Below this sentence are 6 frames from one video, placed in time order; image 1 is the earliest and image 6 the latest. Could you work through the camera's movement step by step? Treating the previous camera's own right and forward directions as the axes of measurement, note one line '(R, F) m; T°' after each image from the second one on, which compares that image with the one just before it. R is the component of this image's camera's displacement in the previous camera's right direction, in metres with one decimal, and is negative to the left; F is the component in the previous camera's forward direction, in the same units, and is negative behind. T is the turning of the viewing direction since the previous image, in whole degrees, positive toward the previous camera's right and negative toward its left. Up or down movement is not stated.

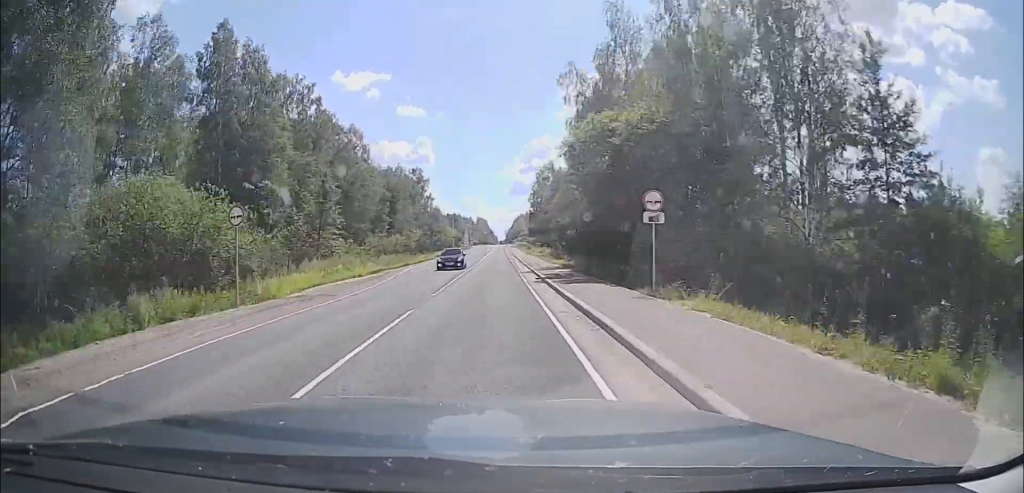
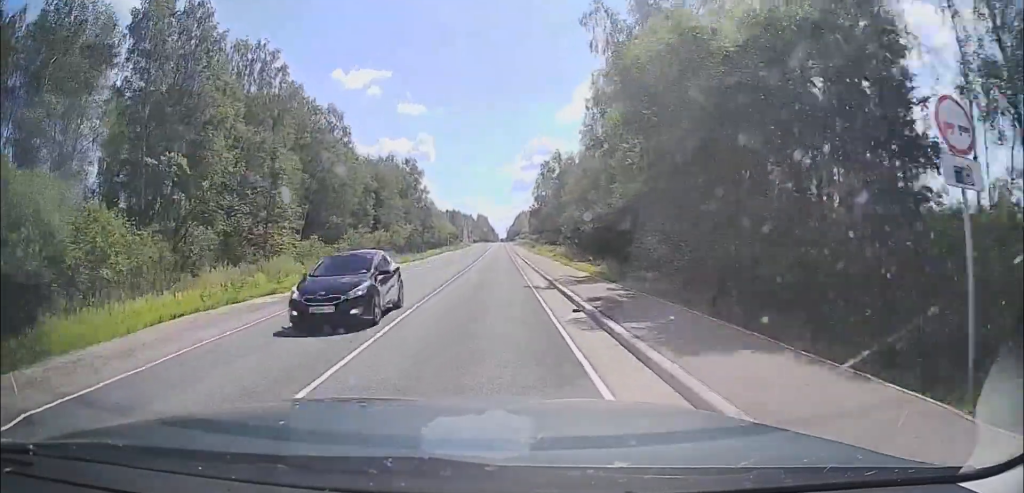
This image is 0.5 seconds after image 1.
(+0.1, +12.5) m; 0°
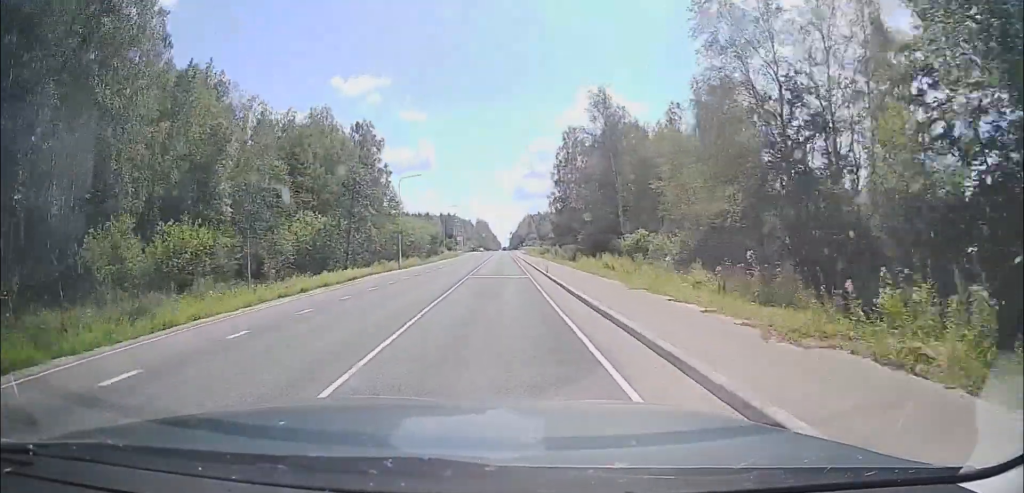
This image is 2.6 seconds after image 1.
(-0.9, +51.5) m; 0°
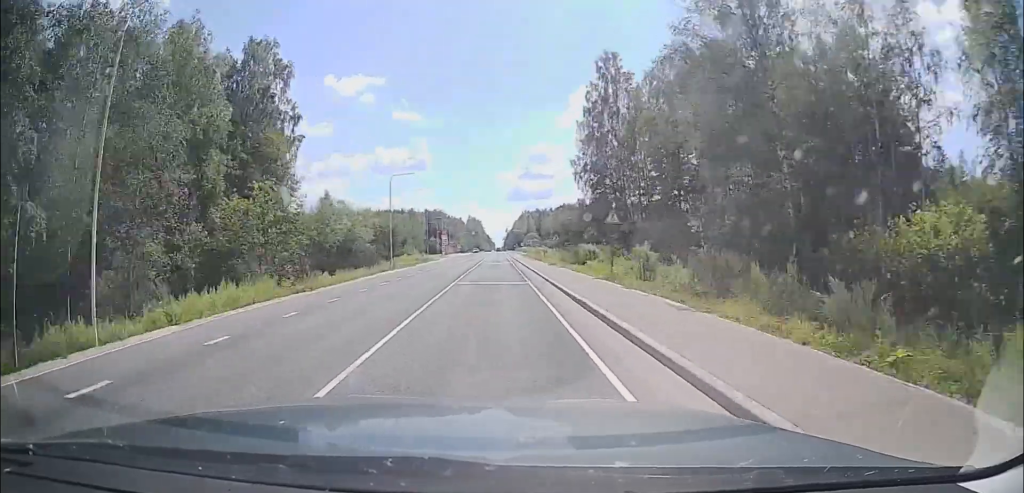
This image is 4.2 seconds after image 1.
(+0.8, +39.2) m; +1°
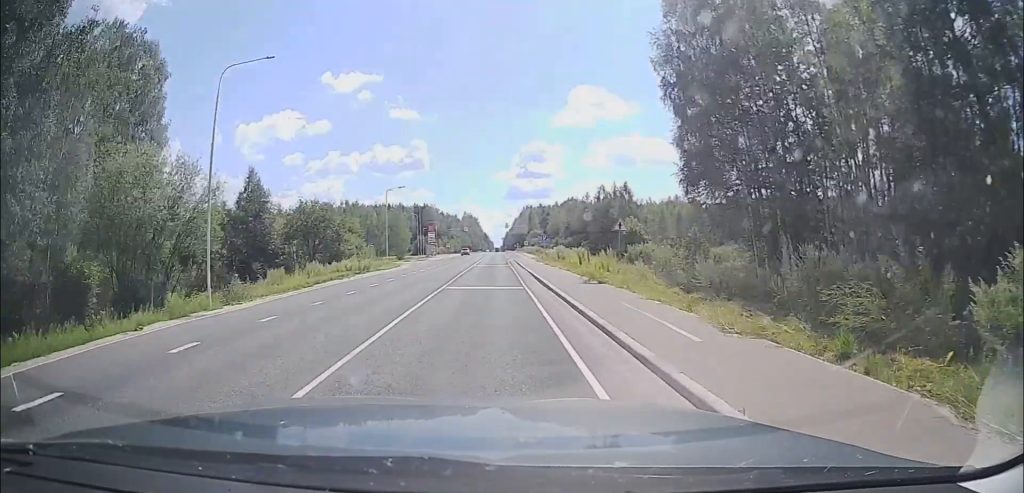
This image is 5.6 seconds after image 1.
(-0.3, +34.3) m; 0°
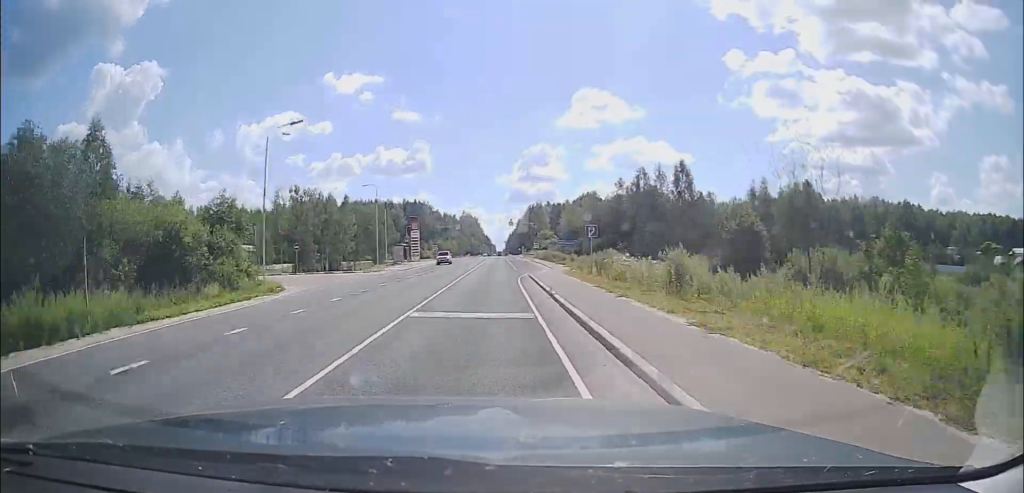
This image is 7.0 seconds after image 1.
(+0.2, +33.4) m; 0°
